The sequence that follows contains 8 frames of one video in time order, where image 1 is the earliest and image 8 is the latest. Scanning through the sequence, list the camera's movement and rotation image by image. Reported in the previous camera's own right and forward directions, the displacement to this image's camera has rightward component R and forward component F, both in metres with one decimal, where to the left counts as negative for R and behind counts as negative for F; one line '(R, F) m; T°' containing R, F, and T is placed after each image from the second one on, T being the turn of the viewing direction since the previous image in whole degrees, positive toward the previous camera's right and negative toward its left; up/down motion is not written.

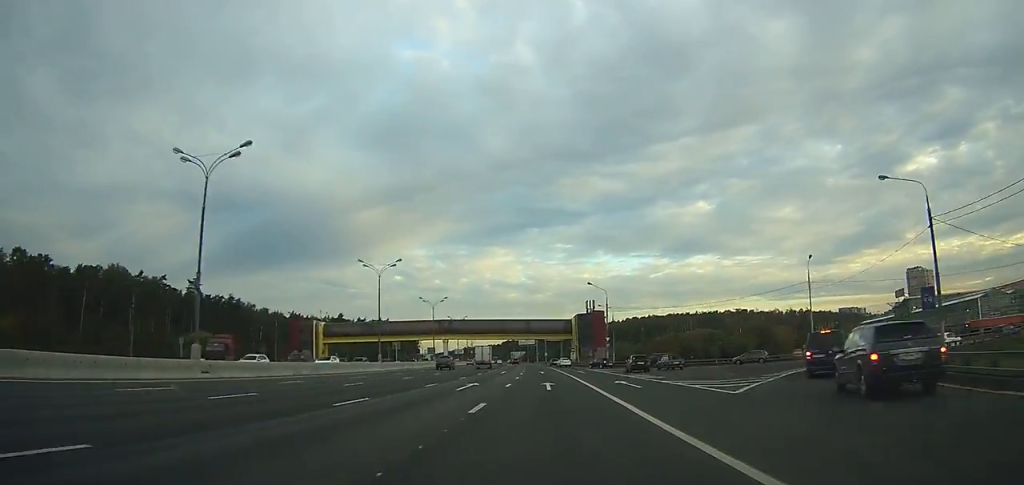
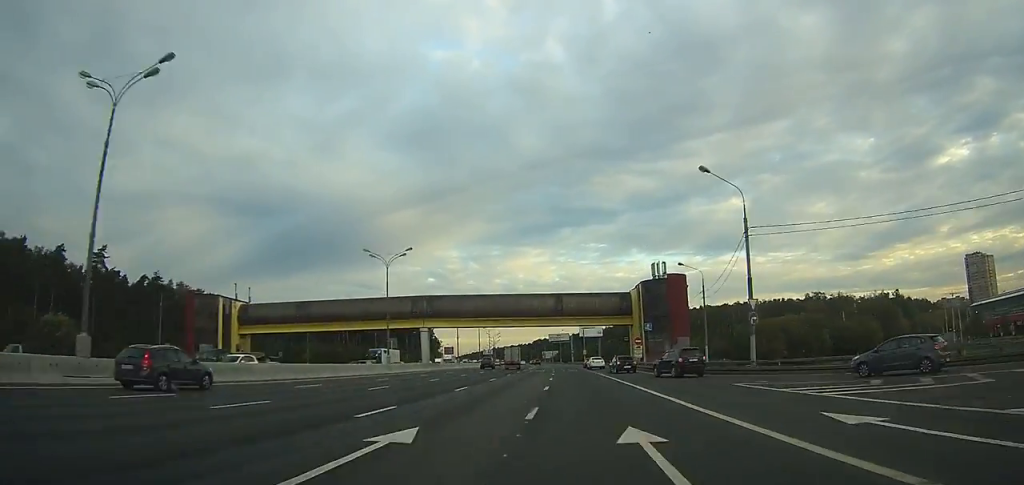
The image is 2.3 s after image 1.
(-0.6, +48.2) m; -2°
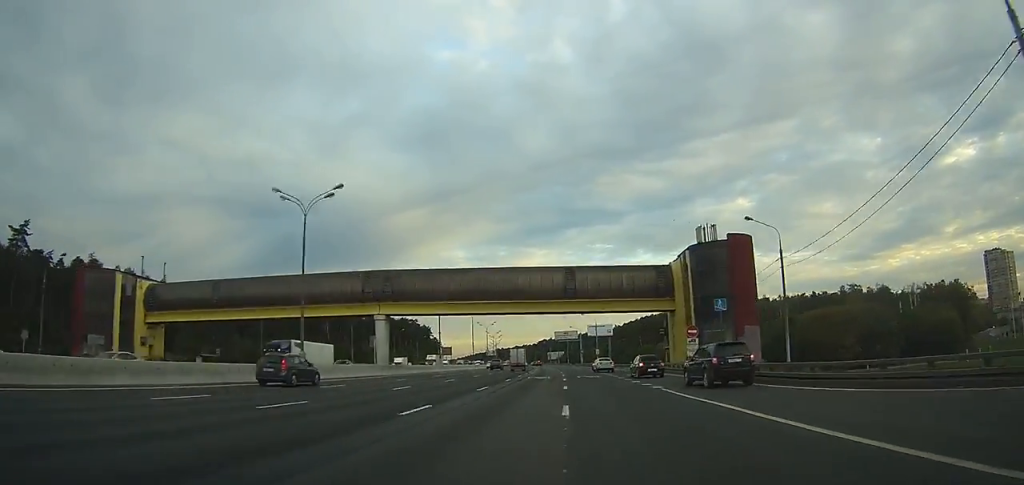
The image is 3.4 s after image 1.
(-0.3, +24.0) m; 0°
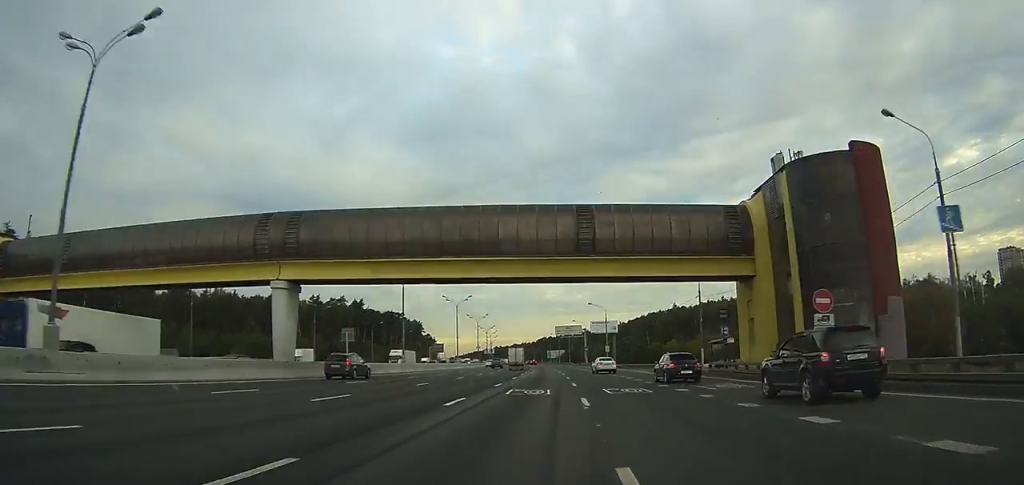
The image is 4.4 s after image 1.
(-0.1, +22.5) m; 0°
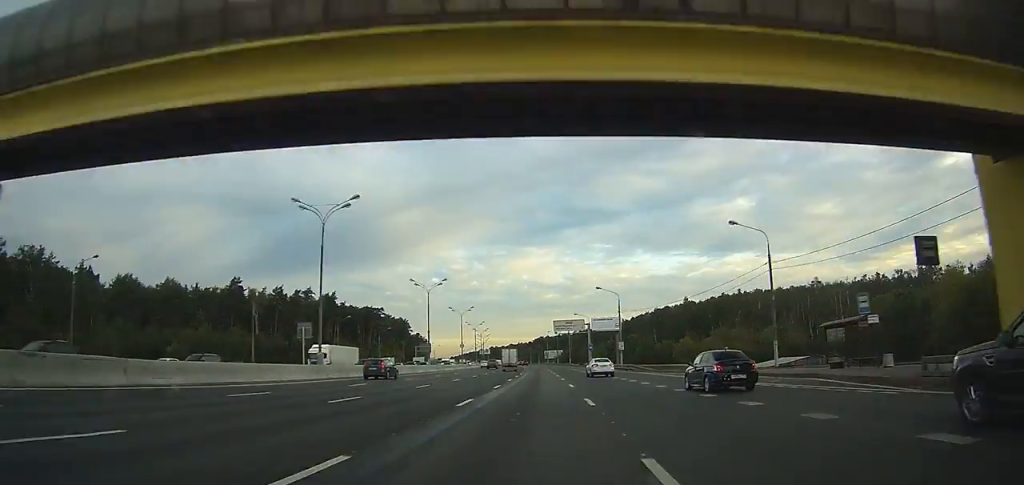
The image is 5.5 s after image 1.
(-0.1, +24.0) m; 0°
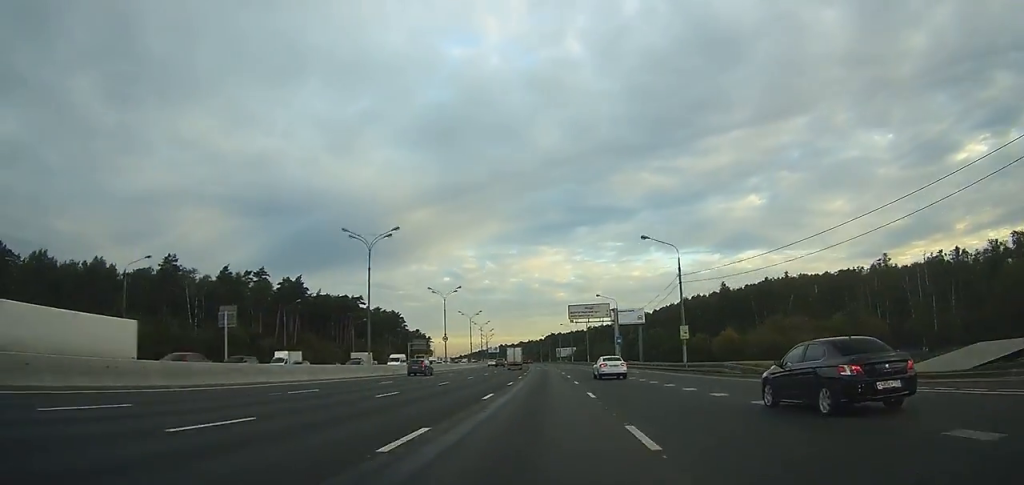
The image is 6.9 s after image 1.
(-0.2, +32.6) m; -1°
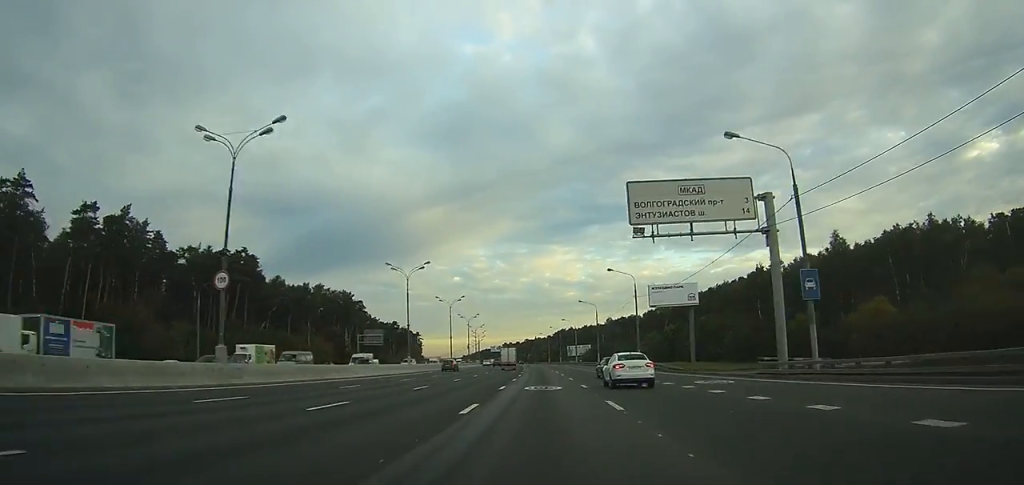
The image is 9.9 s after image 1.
(-0.8, +64.6) m; -2°
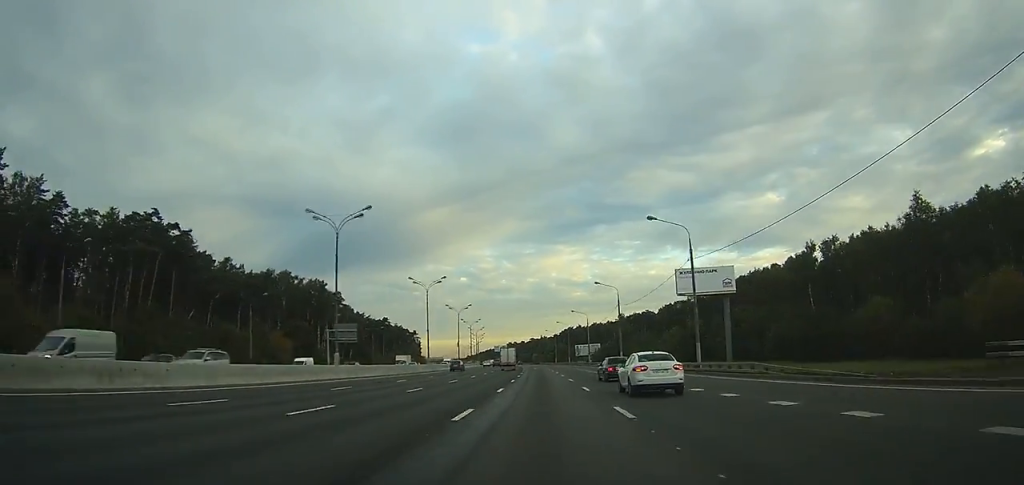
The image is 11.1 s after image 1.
(-0.2, +24.3) m; -1°
